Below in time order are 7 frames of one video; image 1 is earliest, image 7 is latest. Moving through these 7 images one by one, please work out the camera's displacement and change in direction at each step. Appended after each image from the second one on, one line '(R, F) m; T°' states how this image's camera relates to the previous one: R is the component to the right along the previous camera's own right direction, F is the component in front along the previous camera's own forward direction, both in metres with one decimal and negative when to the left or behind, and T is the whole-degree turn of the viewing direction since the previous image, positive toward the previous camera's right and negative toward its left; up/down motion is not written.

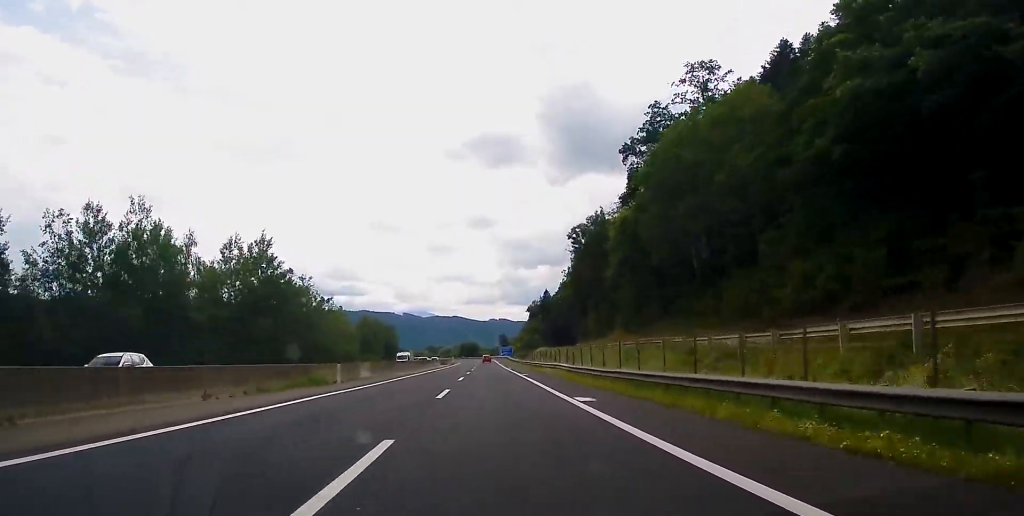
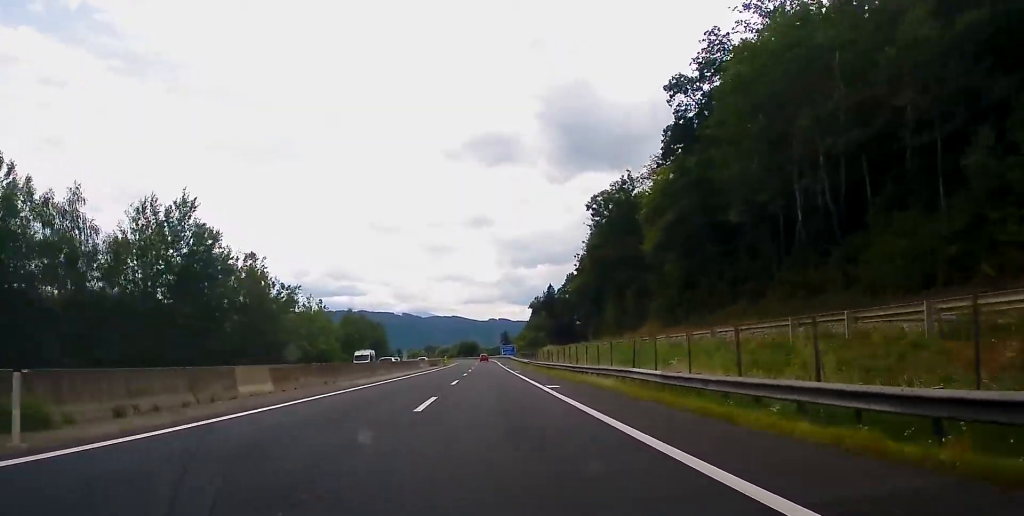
(-0.1, +23.5) m; 0°
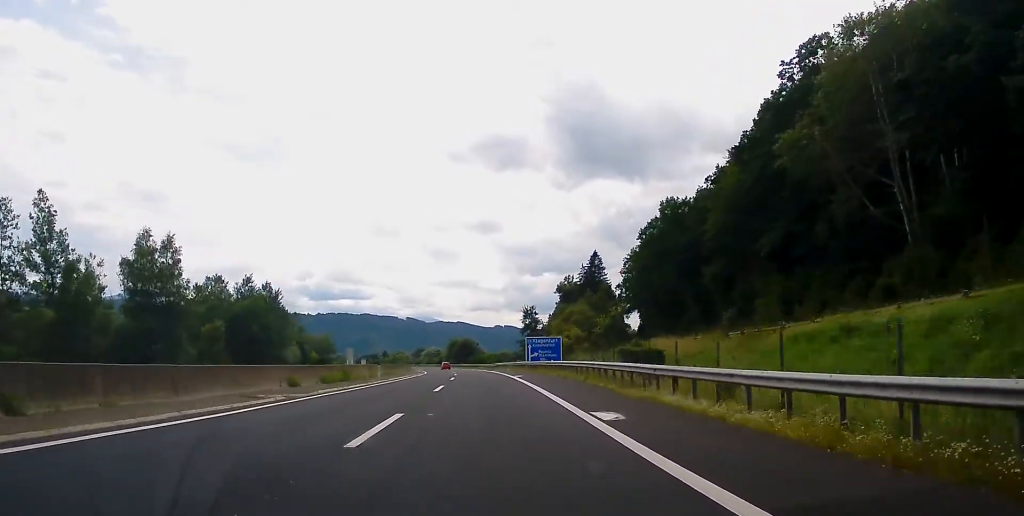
(-1.1, +114.8) m; -1°
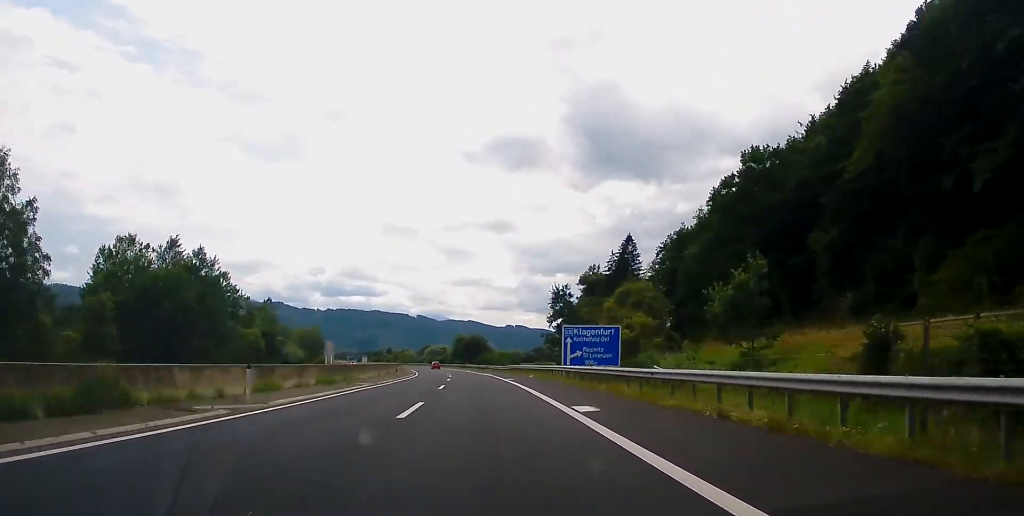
(+0.2, +29.7) m; -1°
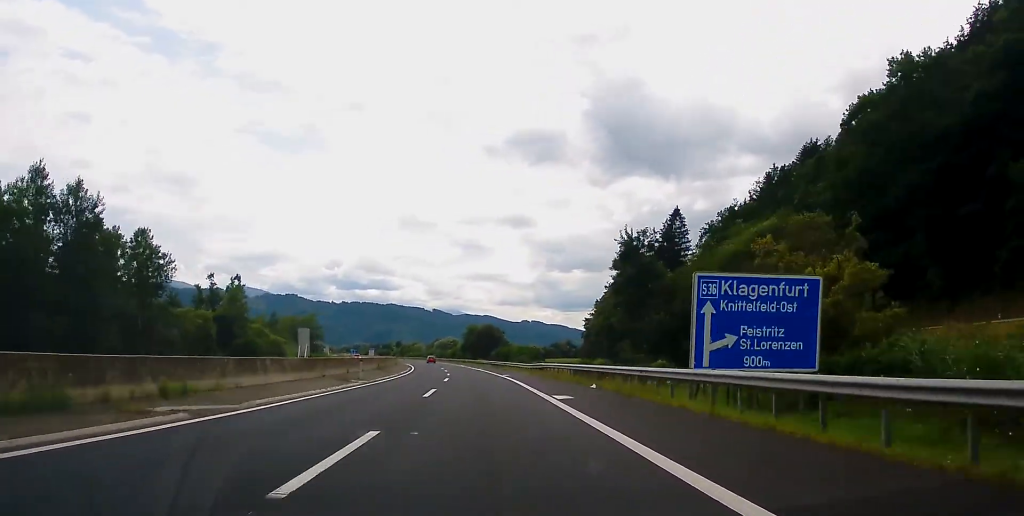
(-0.6, +27.8) m; -2°
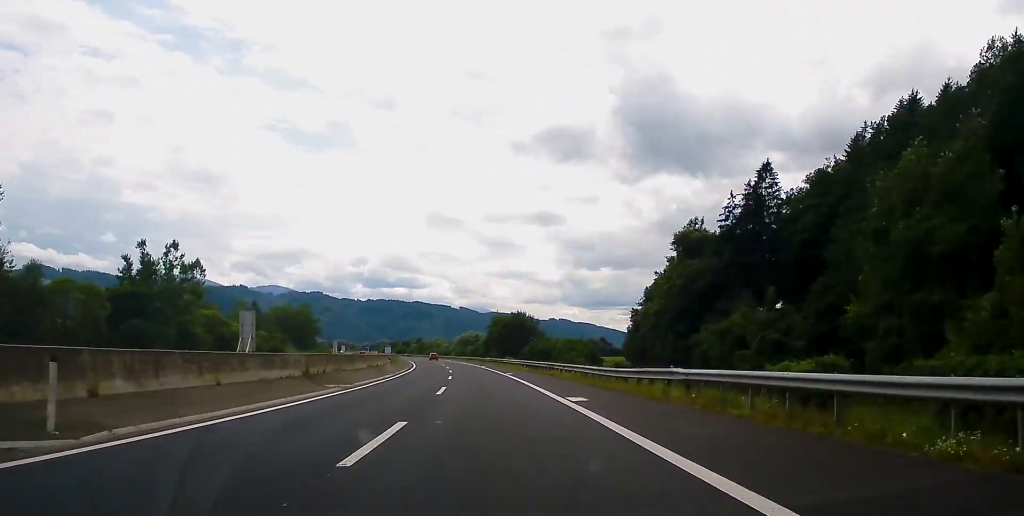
(-0.4, +33.6) m; -1°
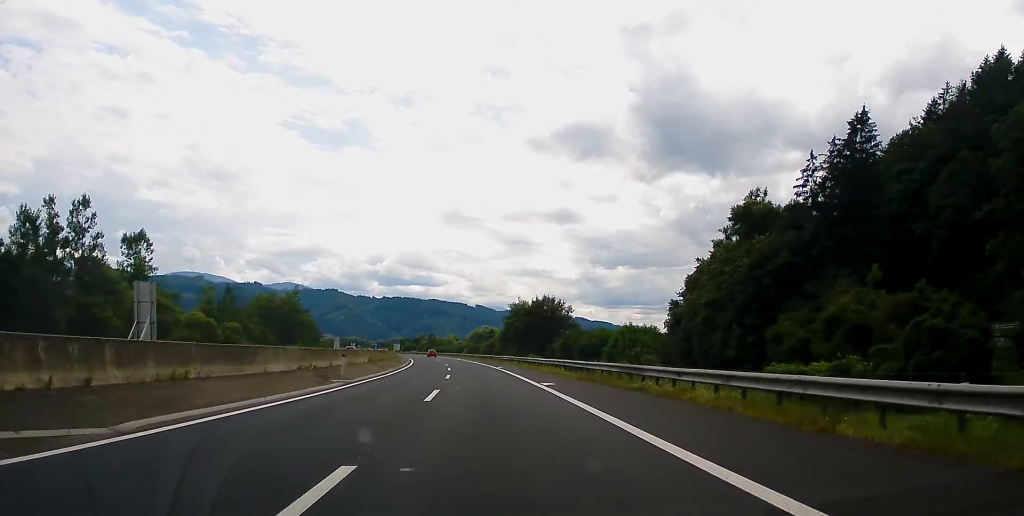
(-0.2, +24.2) m; -1°
